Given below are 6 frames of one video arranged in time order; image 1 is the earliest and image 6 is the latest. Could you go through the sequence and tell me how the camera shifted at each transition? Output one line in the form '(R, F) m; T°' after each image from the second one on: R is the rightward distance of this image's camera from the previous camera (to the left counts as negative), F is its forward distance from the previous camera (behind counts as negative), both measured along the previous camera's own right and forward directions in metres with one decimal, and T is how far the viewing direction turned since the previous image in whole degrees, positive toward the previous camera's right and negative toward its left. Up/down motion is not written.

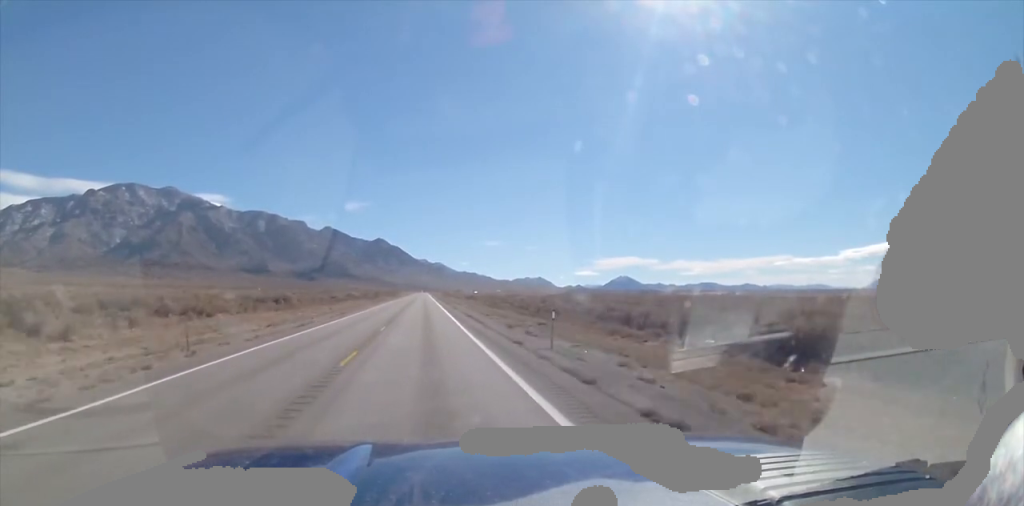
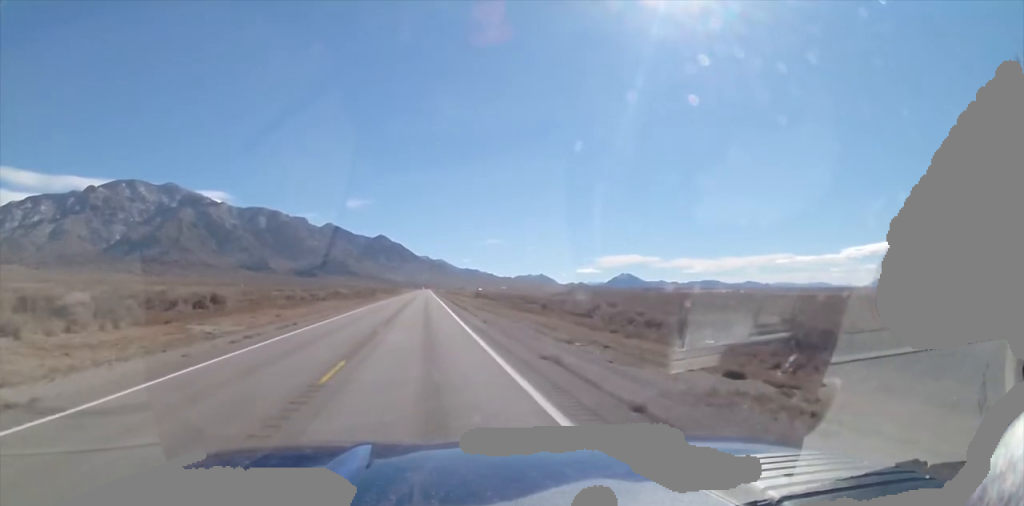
(+0.2, +27.0) m; 0°
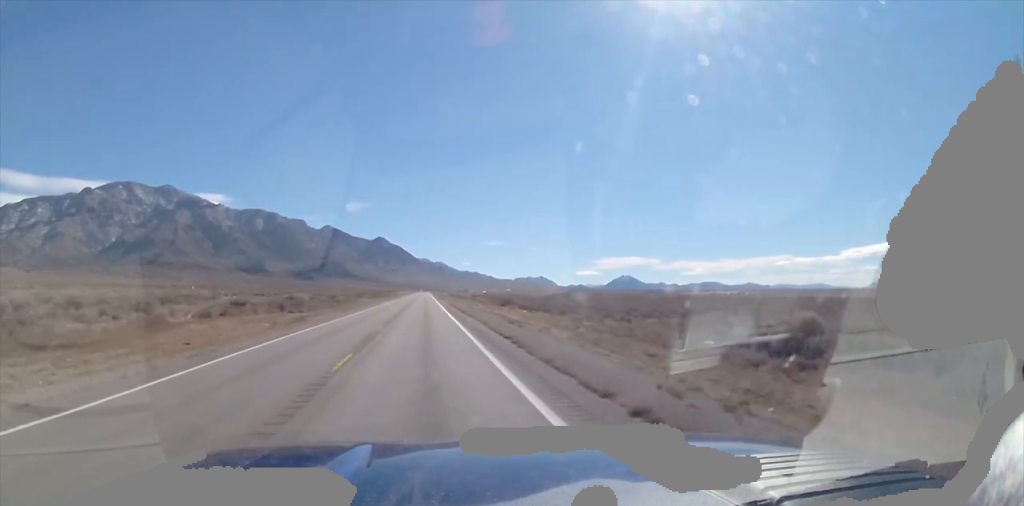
(-0.3, +47.3) m; 0°
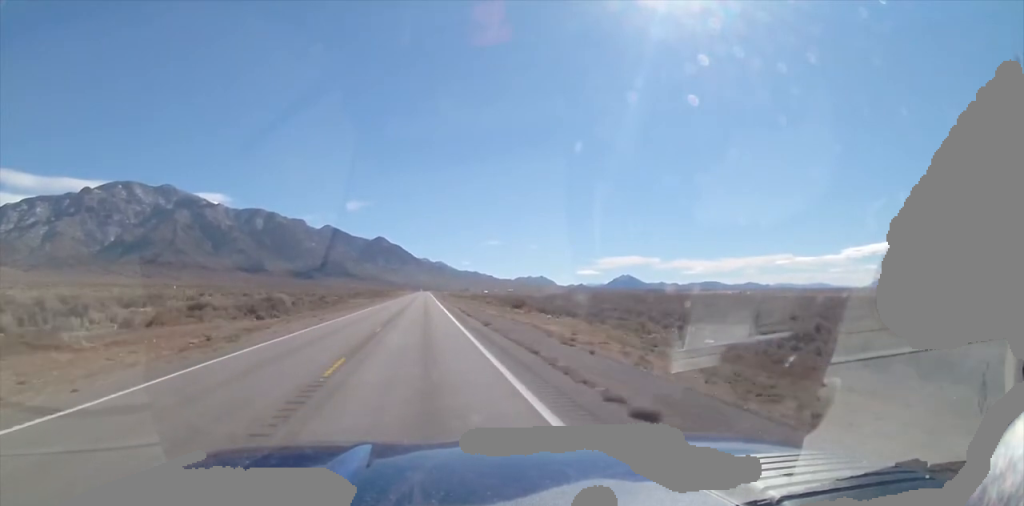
(+0.2, +13.2) m; 0°
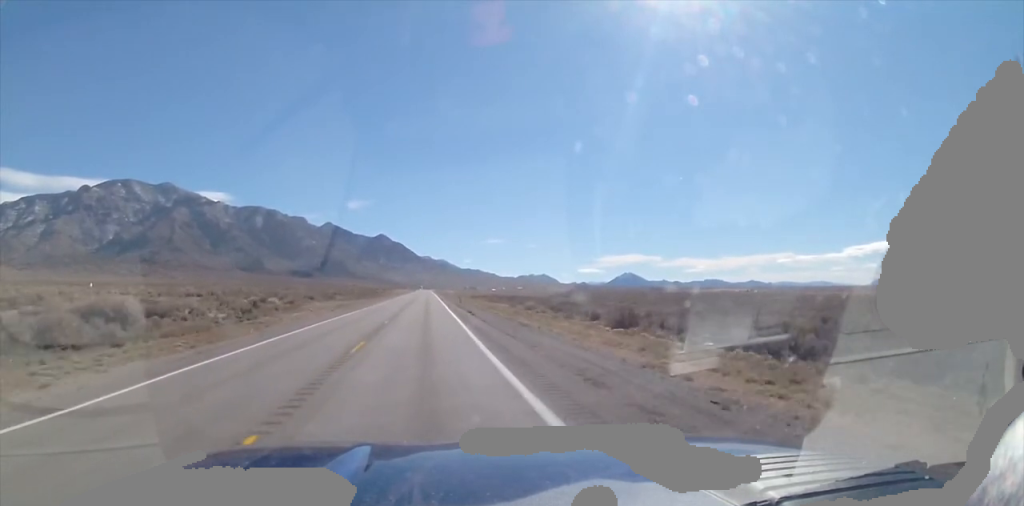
(-0.2, +46.3) m; 0°
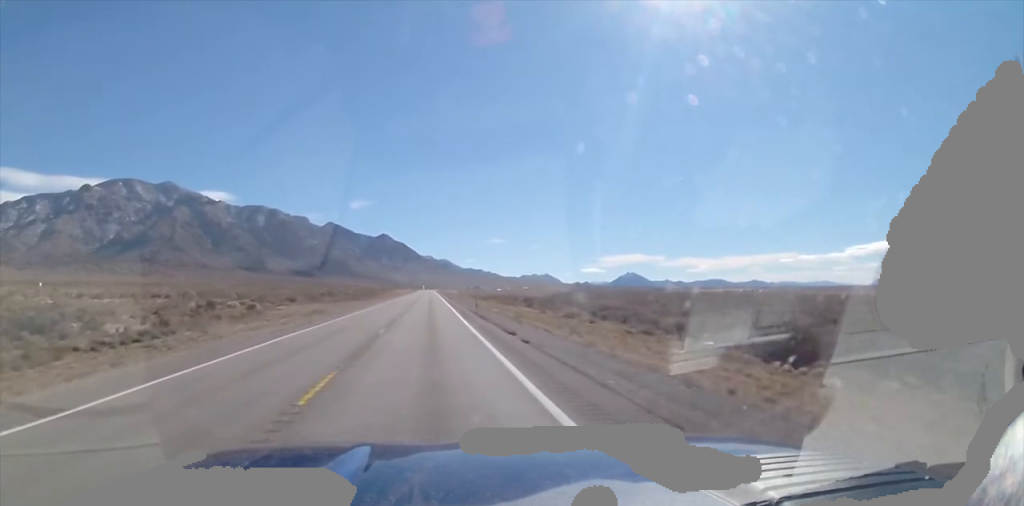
(-0.1, +20.0) m; 0°
